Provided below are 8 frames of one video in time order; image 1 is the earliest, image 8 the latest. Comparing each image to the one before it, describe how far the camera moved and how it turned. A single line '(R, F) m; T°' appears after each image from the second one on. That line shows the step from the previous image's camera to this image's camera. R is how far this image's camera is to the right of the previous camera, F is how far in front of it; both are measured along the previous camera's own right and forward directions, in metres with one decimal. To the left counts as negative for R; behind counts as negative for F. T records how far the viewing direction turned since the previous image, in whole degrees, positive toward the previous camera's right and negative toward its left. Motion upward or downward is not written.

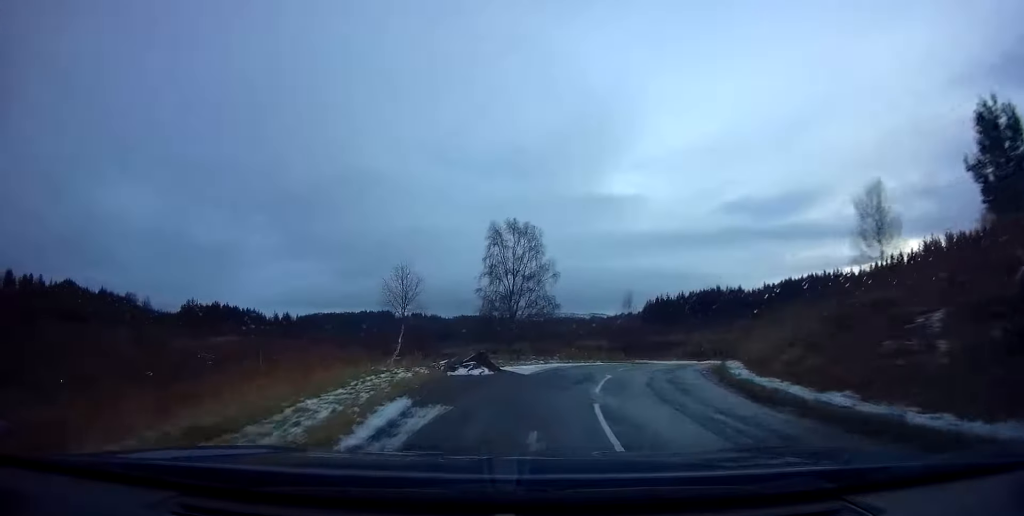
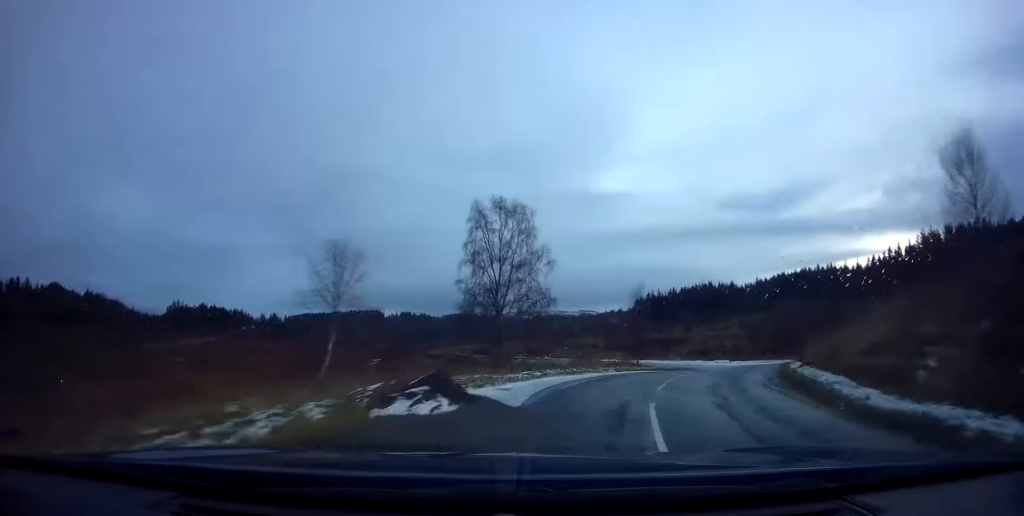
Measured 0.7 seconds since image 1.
(-0.4, +6.2) m; 0°
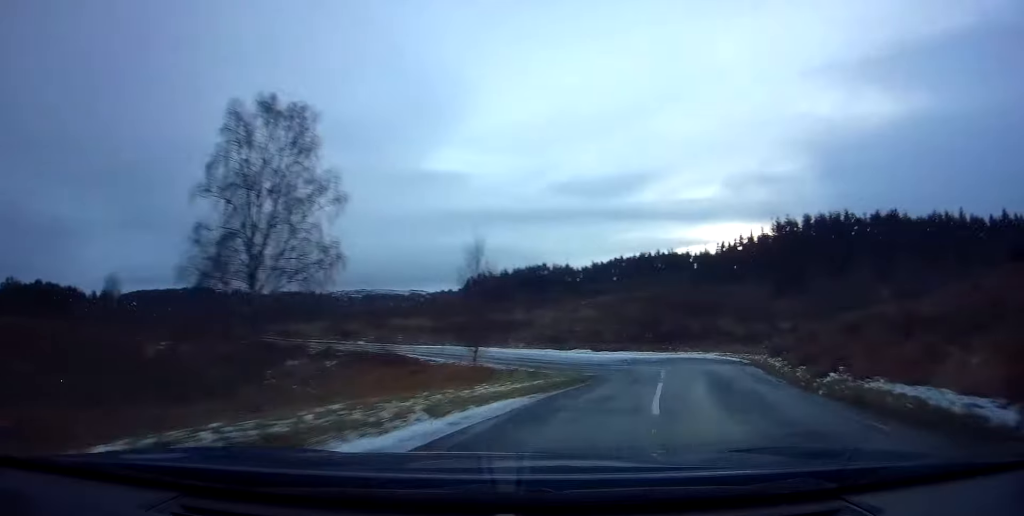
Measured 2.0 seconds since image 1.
(+1.7, +12.3) m; +16°
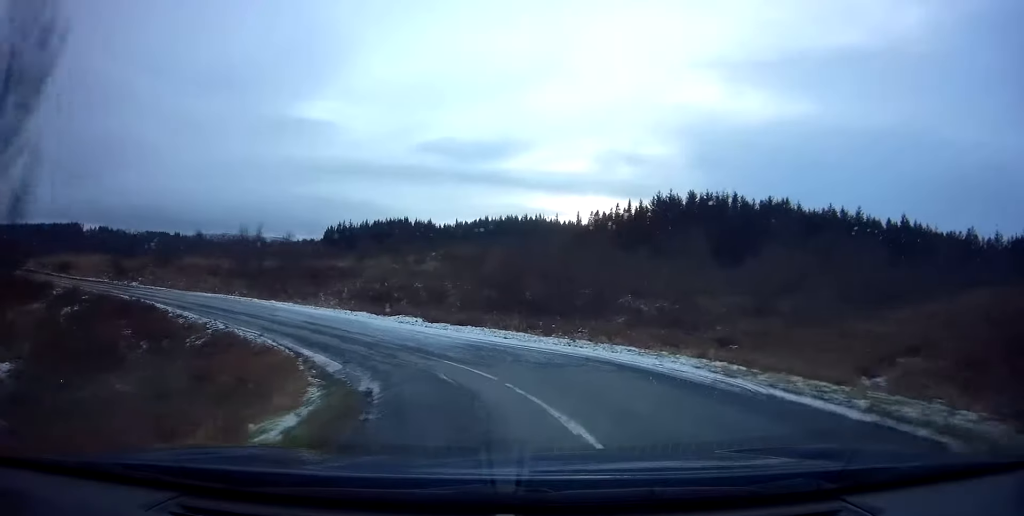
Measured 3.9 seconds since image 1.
(+2.6, +16.6) m; +10°
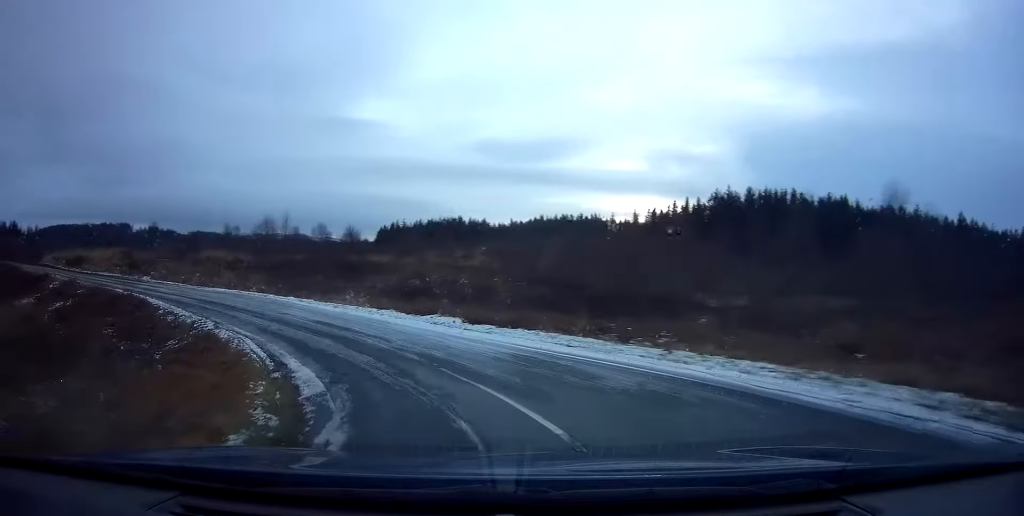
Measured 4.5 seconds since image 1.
(+0.1, +5.7) m; -4°
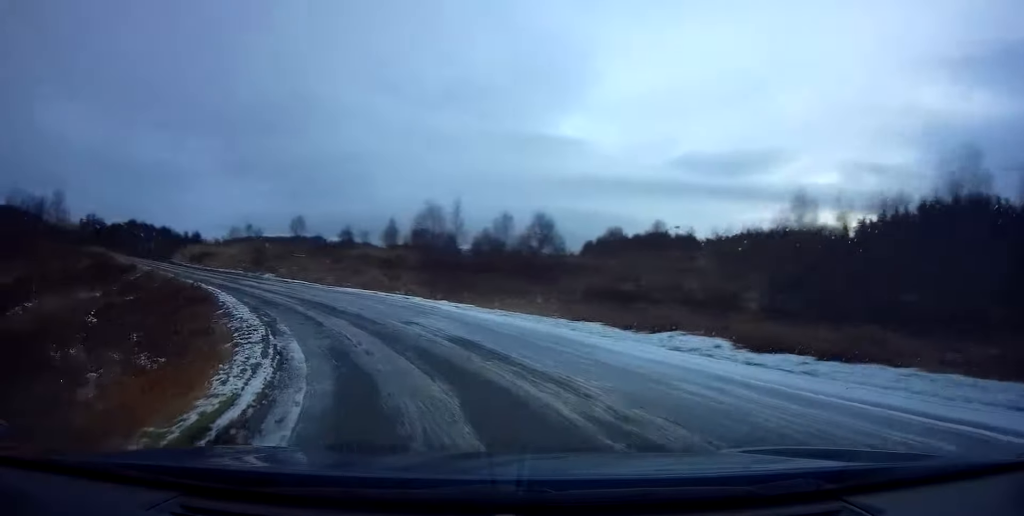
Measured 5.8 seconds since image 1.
(-1.2, +9.9) m; -19°
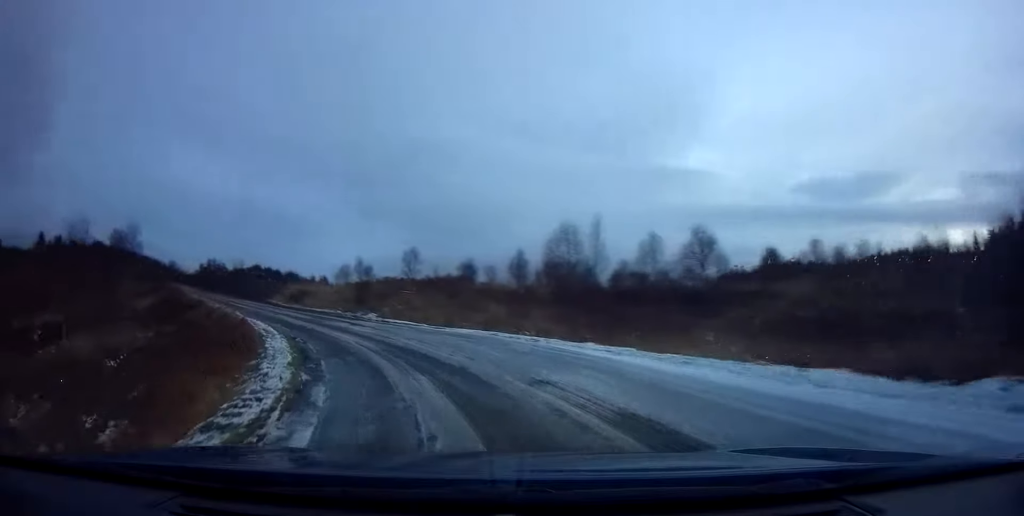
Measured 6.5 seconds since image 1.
(-0.7, +5.7) m; -16°
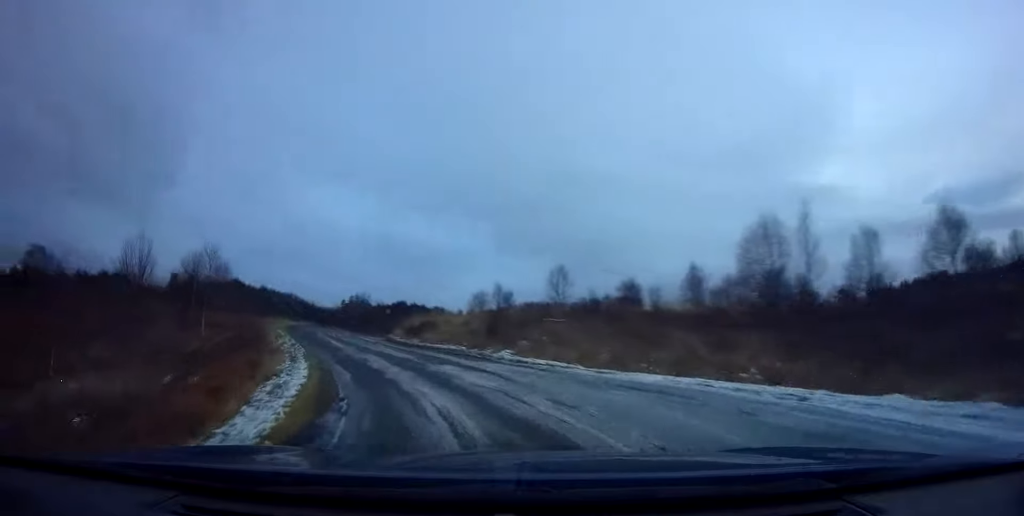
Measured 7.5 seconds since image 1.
(-1.4, +7.4) m; -17°
